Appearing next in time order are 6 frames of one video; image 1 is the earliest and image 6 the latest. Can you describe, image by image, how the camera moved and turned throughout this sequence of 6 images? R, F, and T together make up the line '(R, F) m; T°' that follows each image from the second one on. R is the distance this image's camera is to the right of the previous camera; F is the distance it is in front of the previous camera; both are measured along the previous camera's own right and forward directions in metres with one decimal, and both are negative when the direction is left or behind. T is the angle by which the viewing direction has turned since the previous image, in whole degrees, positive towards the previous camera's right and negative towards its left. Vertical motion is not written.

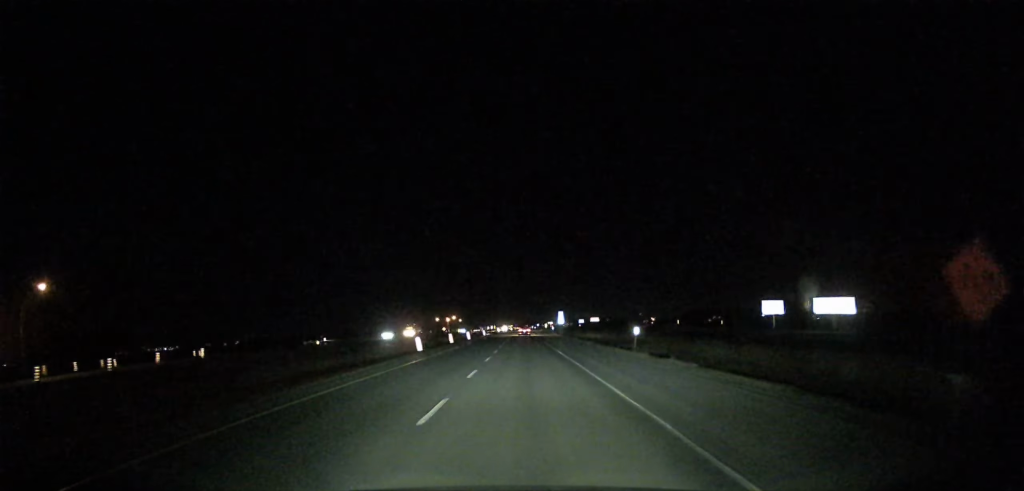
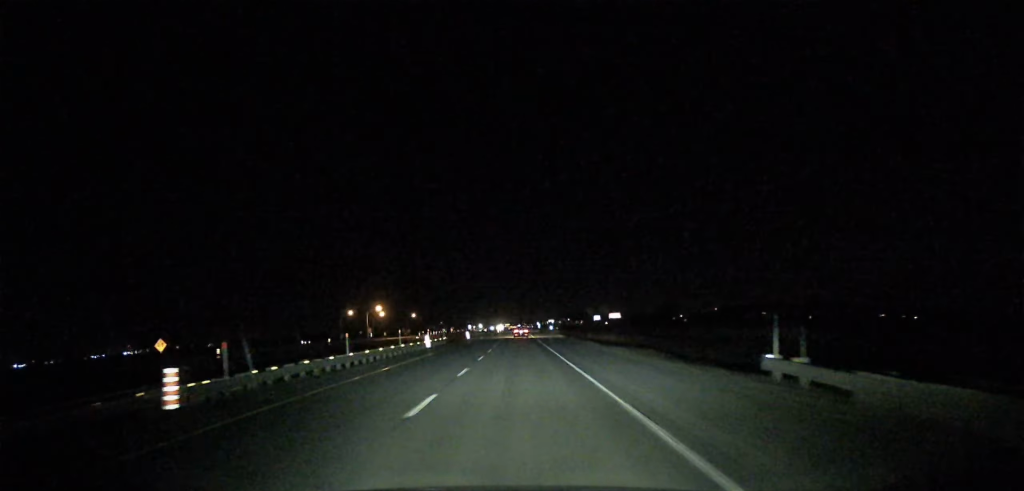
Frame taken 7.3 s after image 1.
(-0.3, +216.6) m; 0°
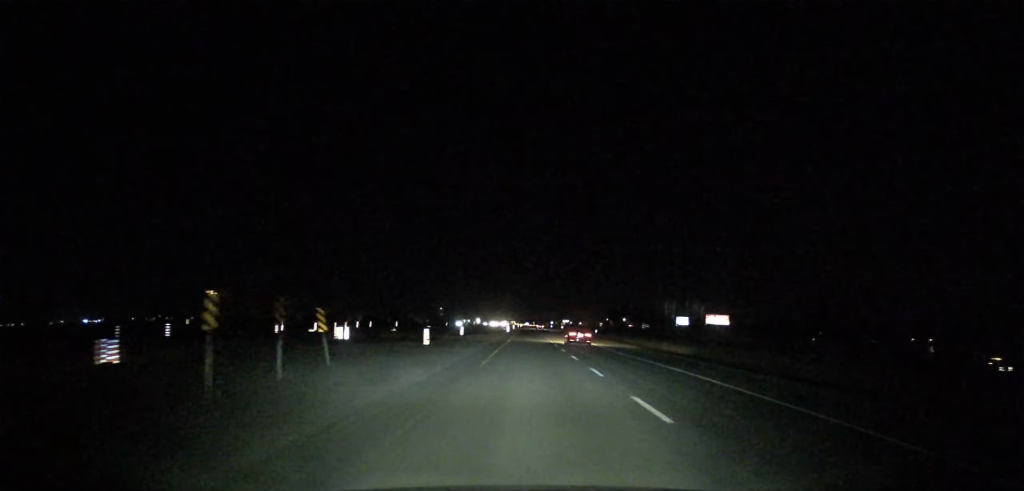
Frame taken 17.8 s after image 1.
(-1.8, +346.6) m; 0°
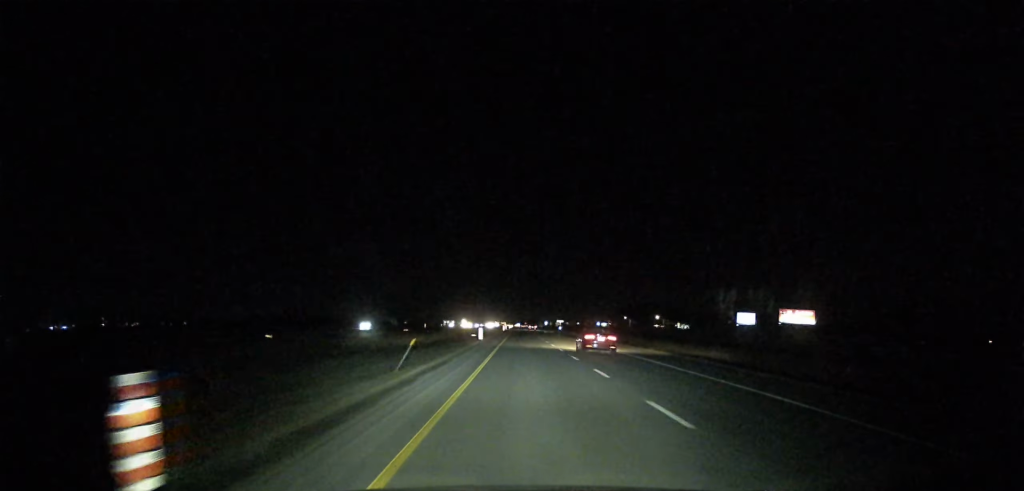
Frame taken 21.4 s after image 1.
(+0.8, +136.6) m; 0°
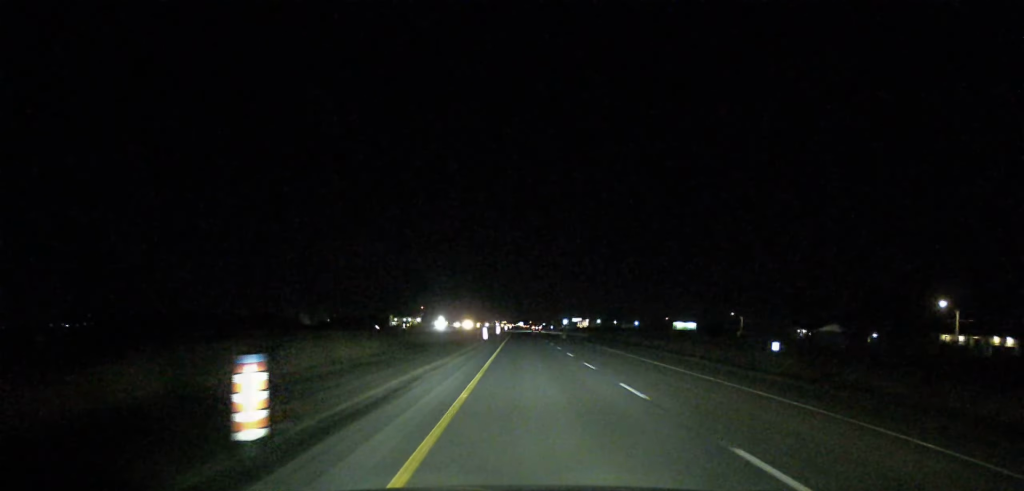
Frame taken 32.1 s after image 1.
(-0.5, +319.0) m; 0°
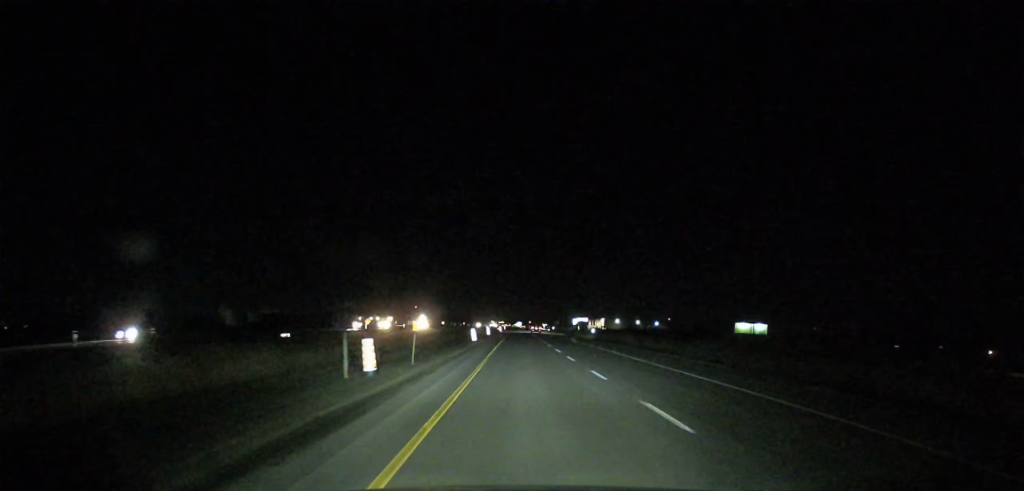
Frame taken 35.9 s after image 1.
(-0.1, +92.6) m; 0°
